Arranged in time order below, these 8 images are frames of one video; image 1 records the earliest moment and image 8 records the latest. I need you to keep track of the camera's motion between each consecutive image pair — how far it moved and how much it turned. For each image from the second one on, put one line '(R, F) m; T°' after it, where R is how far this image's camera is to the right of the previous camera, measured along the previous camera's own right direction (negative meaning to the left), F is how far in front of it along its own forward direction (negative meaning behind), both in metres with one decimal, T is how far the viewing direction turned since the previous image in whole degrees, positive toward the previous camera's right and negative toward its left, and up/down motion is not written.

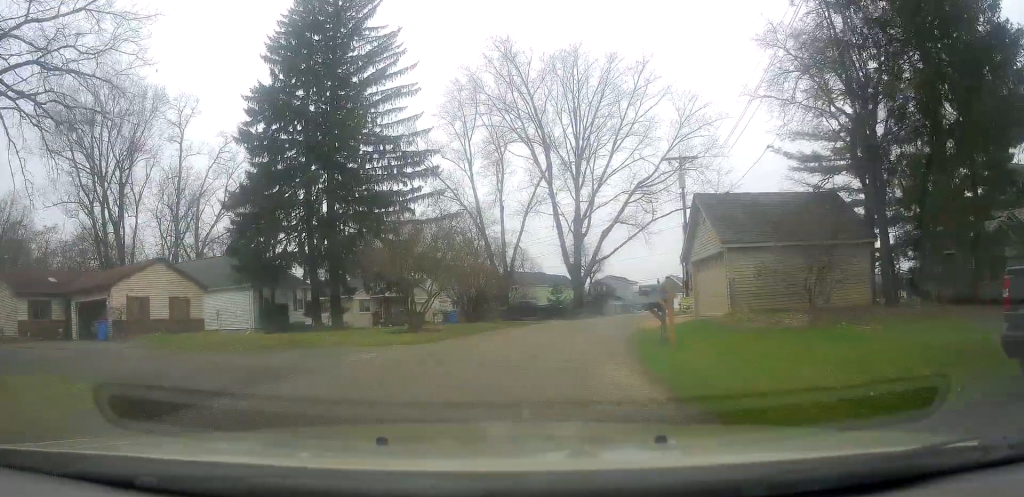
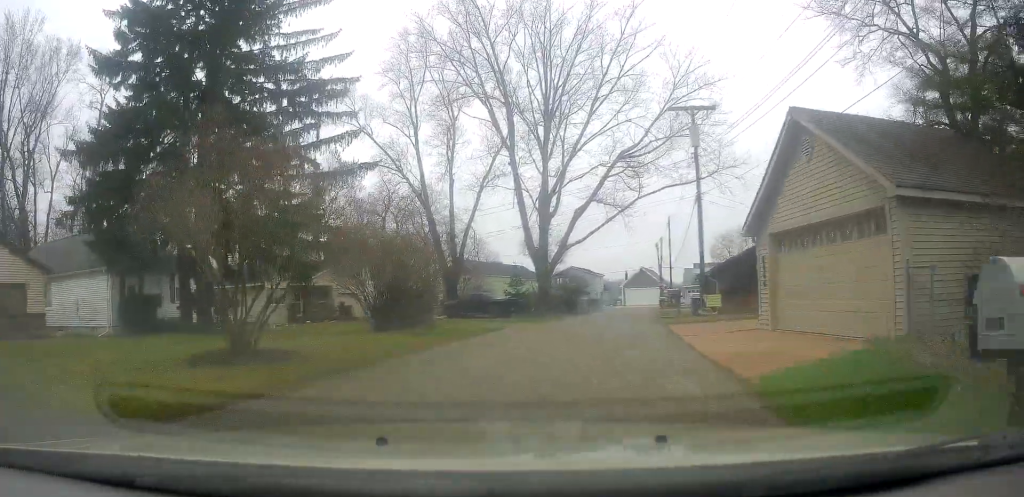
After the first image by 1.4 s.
(-0.1, +10.8) m; +2°
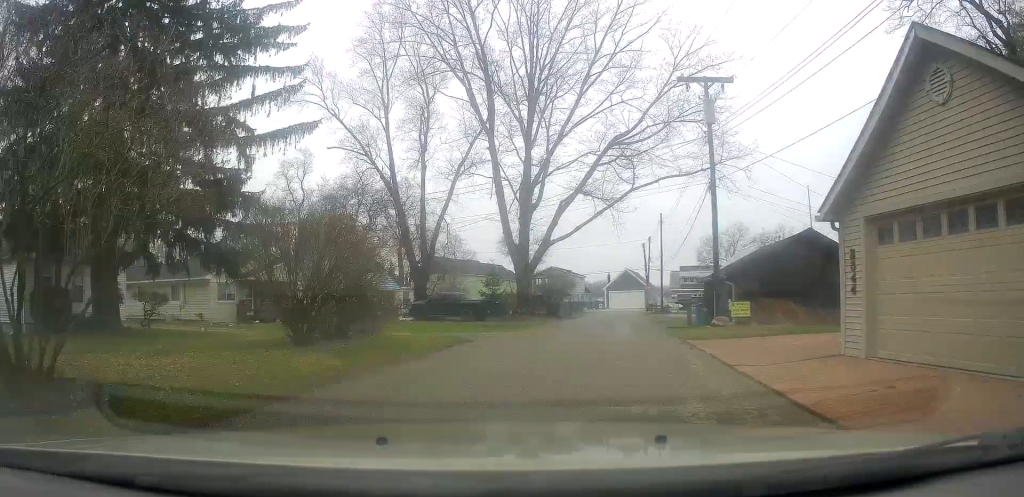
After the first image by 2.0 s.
(+0.1, +5.0) m; +3°
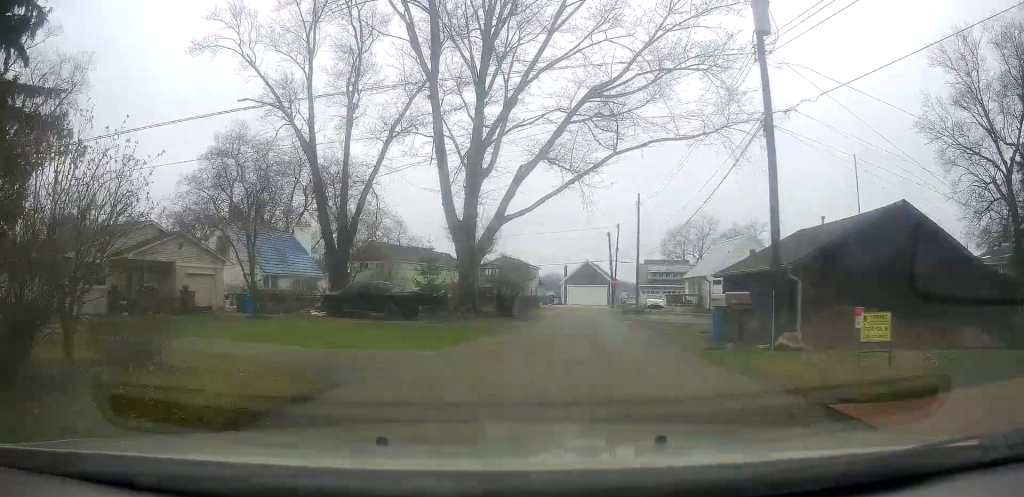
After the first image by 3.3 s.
(+0.8, +9.6) m; +10°
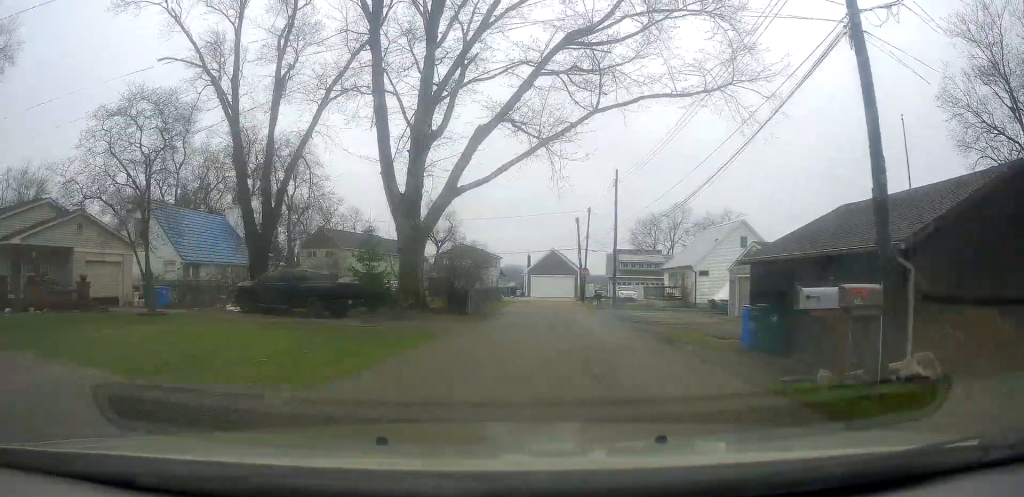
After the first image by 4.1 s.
(+0.4, +6.2) m; +3°
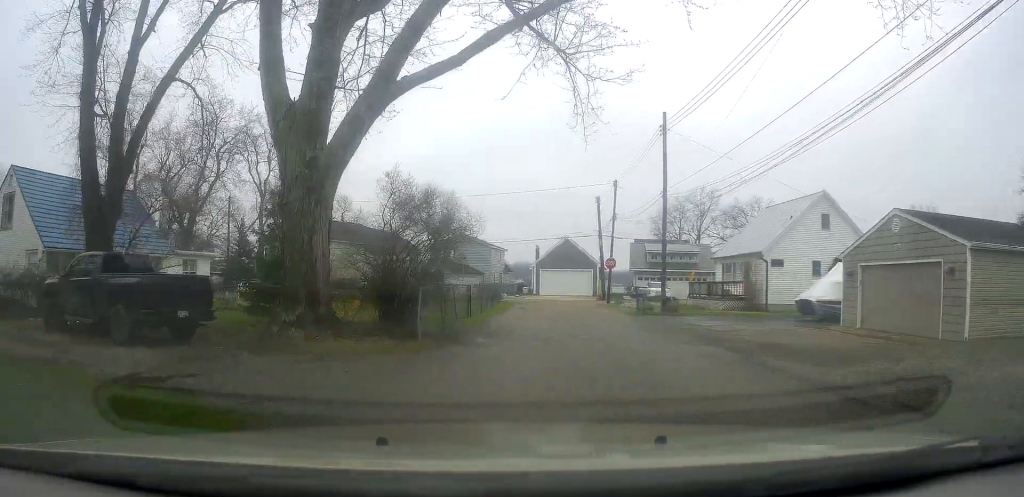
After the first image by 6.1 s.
(-0.9, +12.6) m; -10°
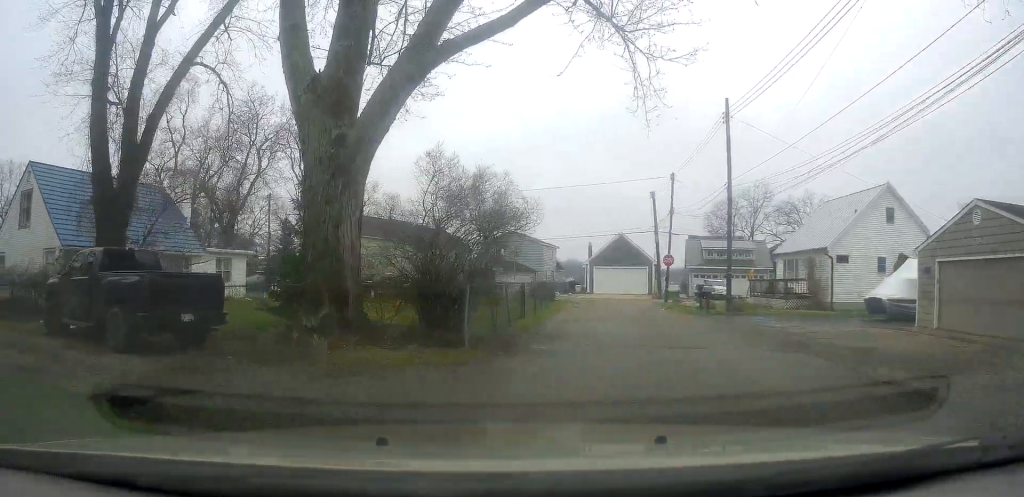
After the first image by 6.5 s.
(+0.1, +1.9) m; -2°
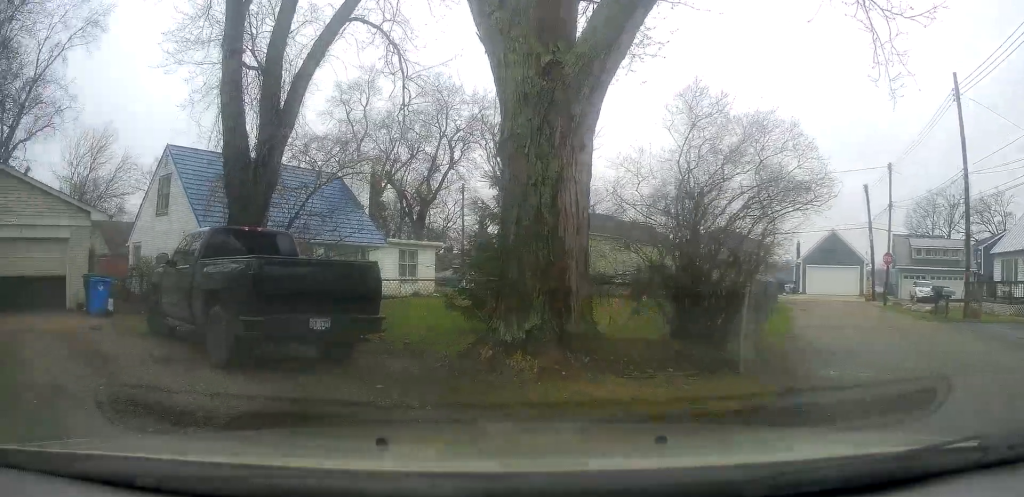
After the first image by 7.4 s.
(-0.2, +3.3) m; -18°
